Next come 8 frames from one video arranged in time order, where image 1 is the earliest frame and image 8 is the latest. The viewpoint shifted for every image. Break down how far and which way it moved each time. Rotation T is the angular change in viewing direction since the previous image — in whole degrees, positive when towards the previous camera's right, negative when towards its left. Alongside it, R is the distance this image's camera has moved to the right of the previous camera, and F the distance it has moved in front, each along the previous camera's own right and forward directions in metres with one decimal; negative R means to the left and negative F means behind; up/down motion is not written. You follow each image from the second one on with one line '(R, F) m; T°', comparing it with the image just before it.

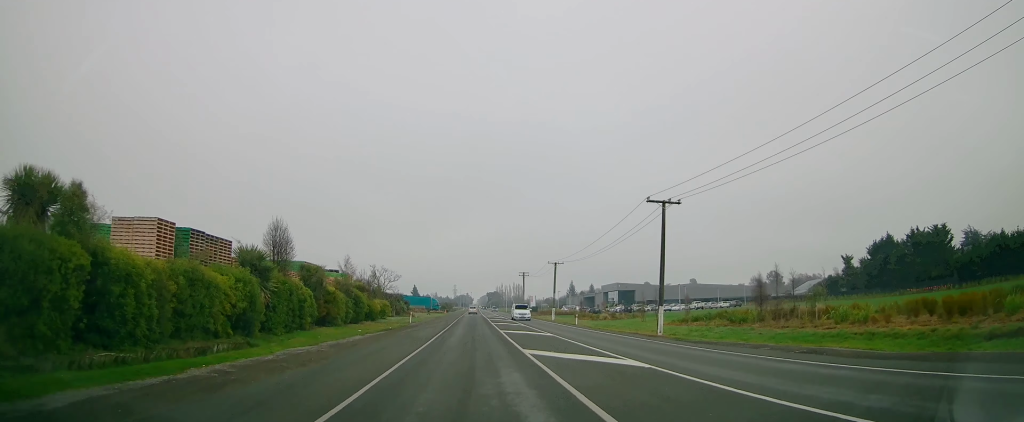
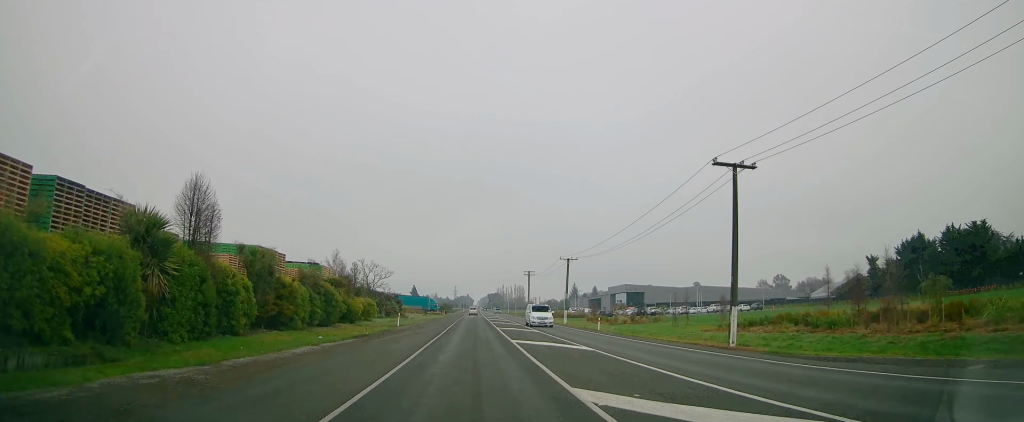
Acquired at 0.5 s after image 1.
(0.0, +9.2) m; 0°
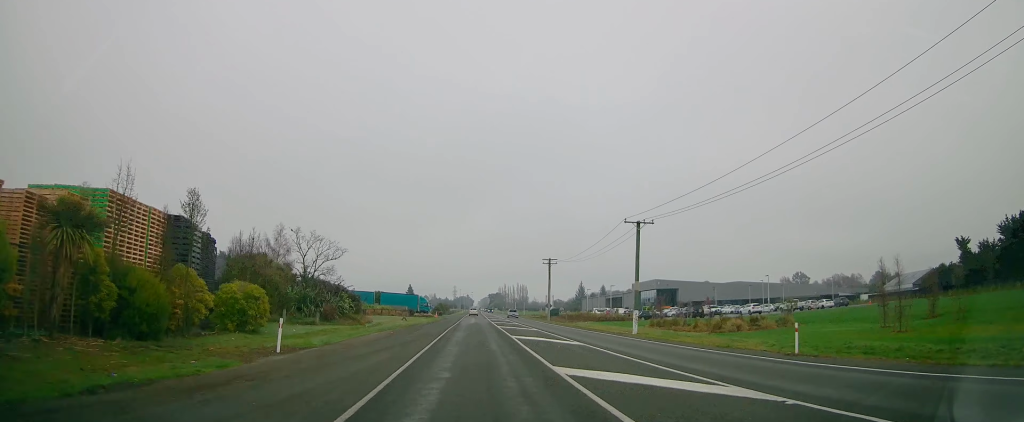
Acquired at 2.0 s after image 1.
(0.0, +27.9) m; 0°
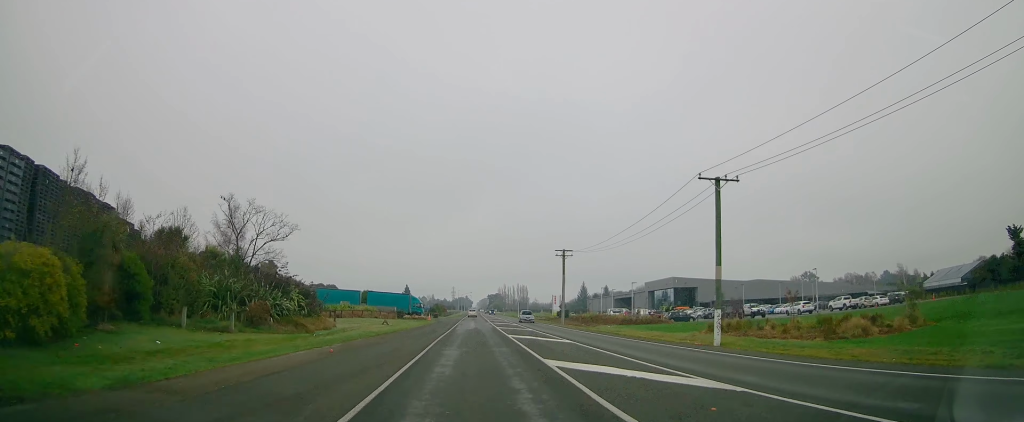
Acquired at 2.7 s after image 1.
(0.0, +13.3) m; 0°
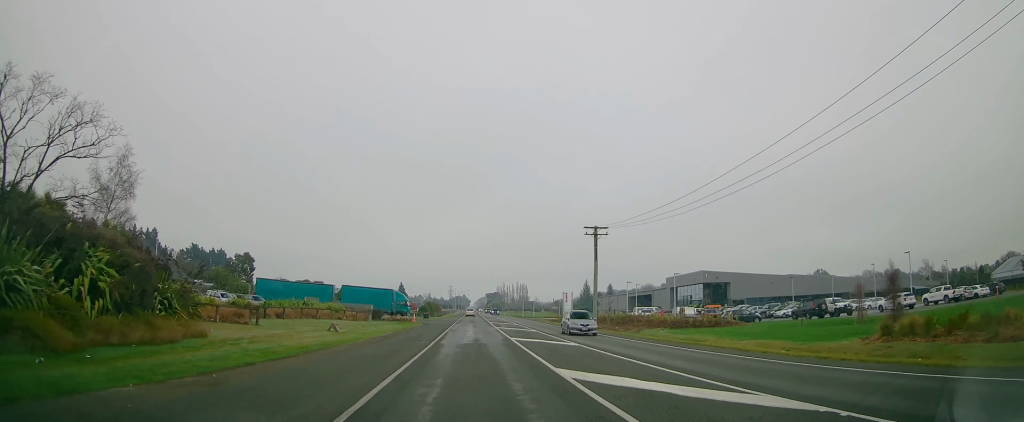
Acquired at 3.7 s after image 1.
(+0.1, +18.6) m; 0°
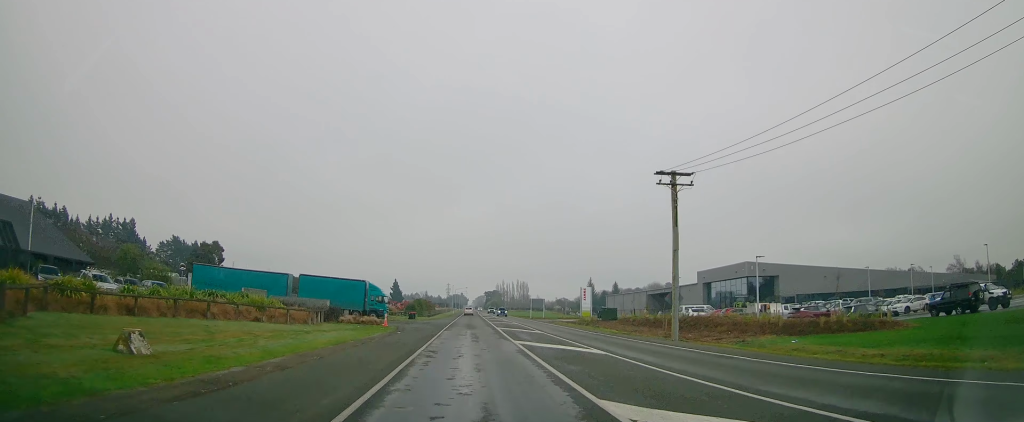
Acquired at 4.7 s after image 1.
(0.0, +20.0) m; 0°
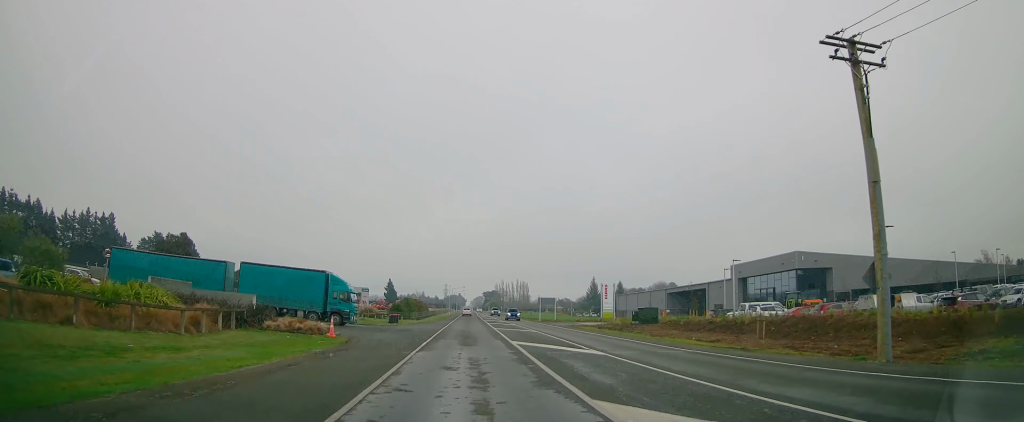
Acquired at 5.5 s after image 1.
(-0.1, +16.0) m; 0°
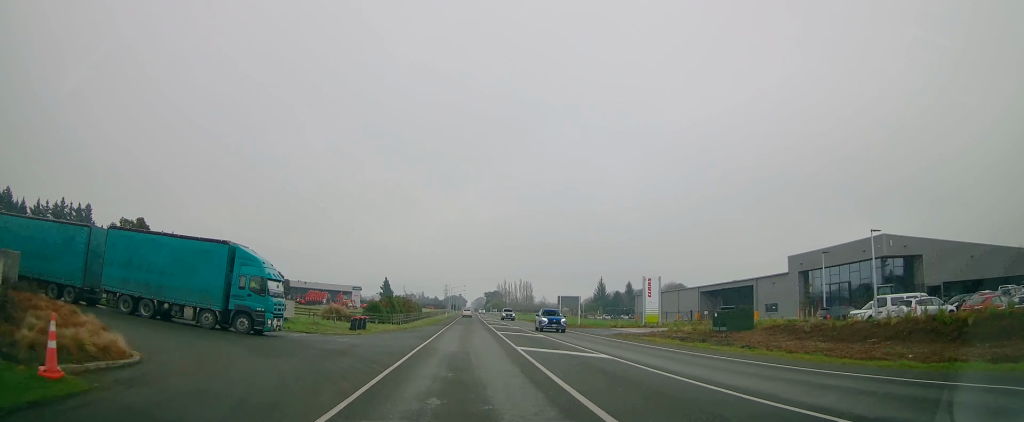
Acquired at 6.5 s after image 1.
(+0.1, +18.5) m; +1°
